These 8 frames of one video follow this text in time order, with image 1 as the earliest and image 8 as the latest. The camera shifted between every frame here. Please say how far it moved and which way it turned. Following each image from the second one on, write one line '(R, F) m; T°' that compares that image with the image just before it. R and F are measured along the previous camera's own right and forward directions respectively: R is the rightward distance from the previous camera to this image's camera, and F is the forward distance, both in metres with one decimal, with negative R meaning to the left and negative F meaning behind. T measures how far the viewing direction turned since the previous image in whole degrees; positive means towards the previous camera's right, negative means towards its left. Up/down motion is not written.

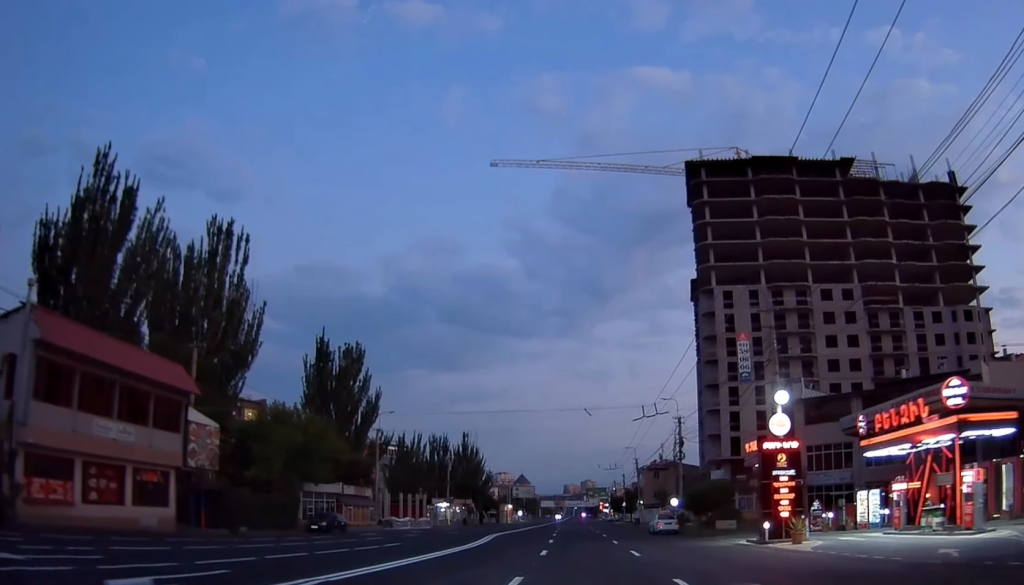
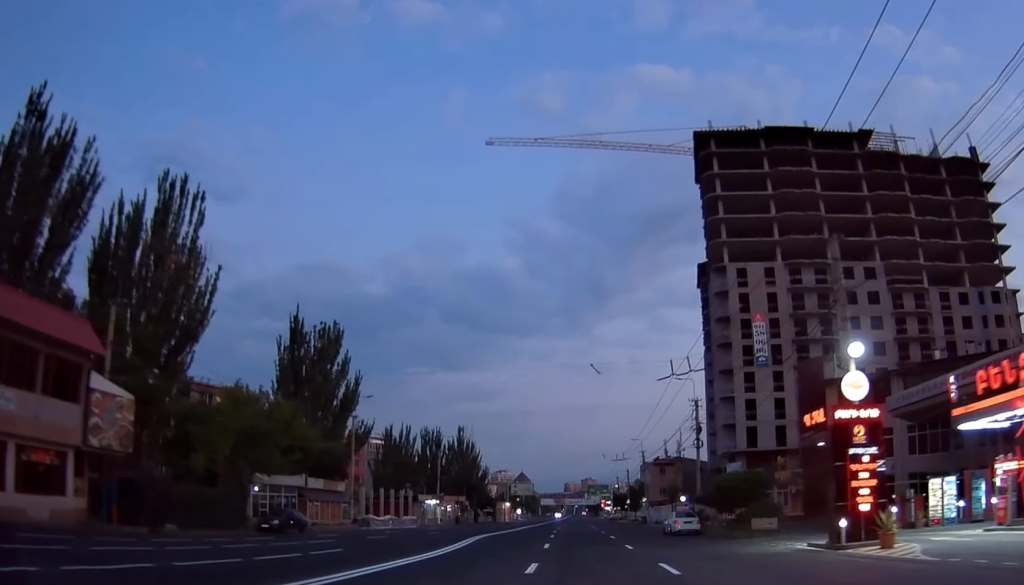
(+0.1, +7.7) m; -1°
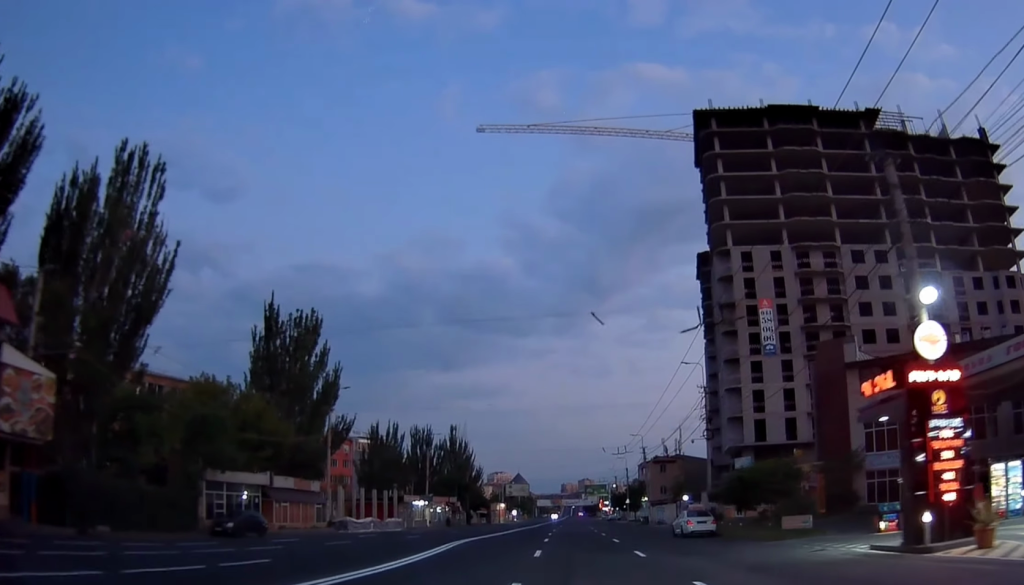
(-0.3, +5.3) m; -1°
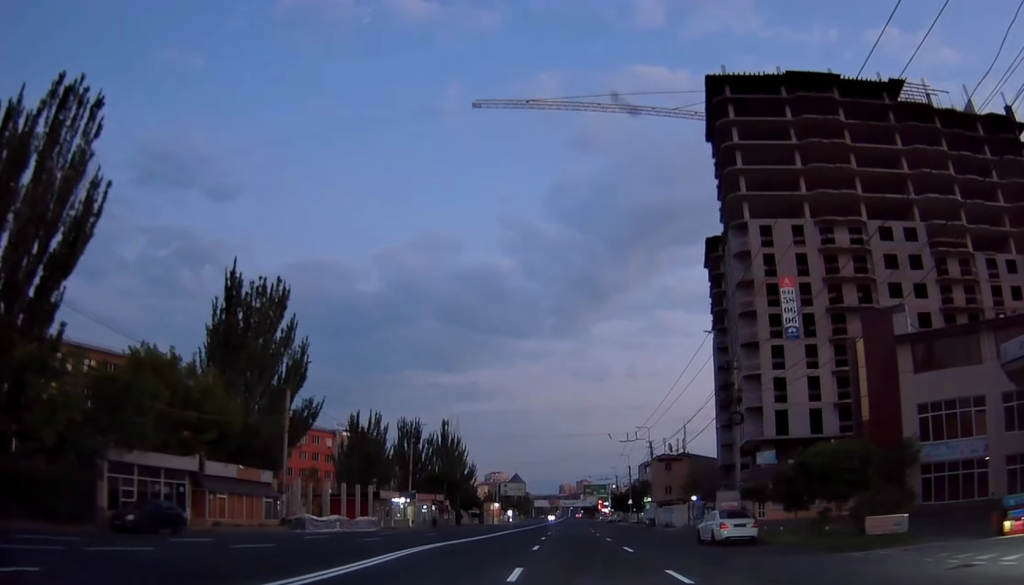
(0.0, +8.2) m; 0°
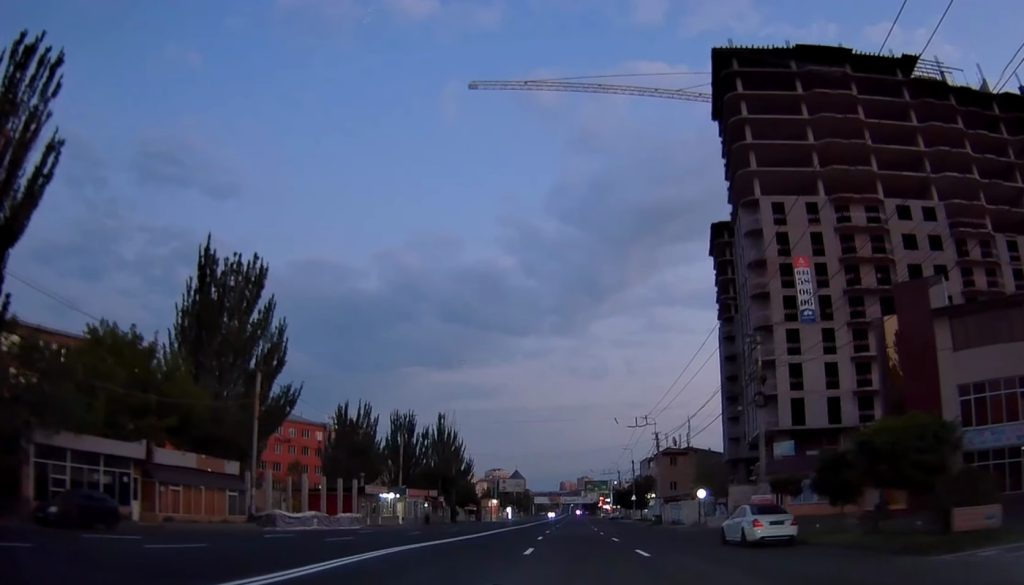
(+0.1, +5.0) m; +1°
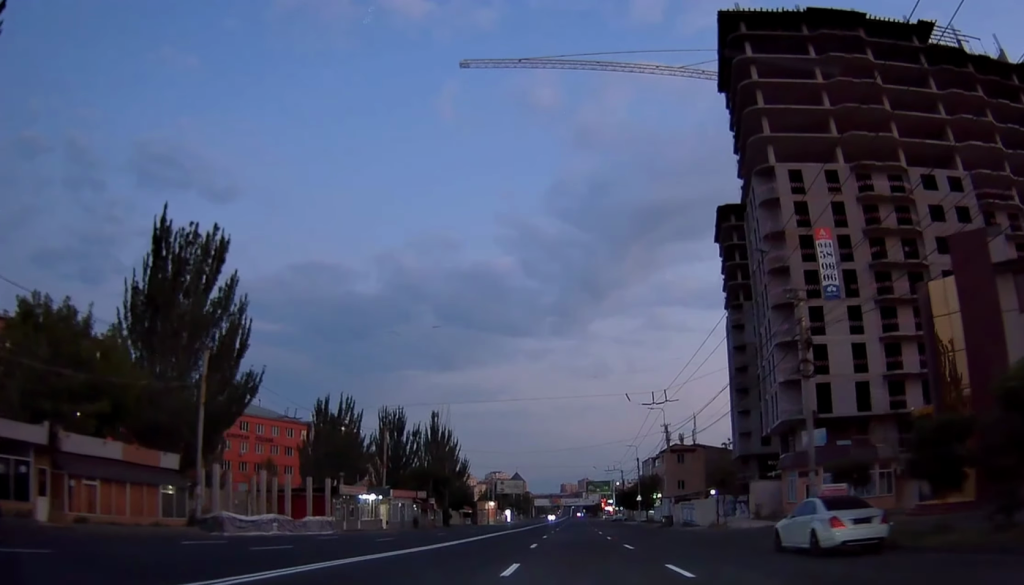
(0.0, +6.8) m; 0°
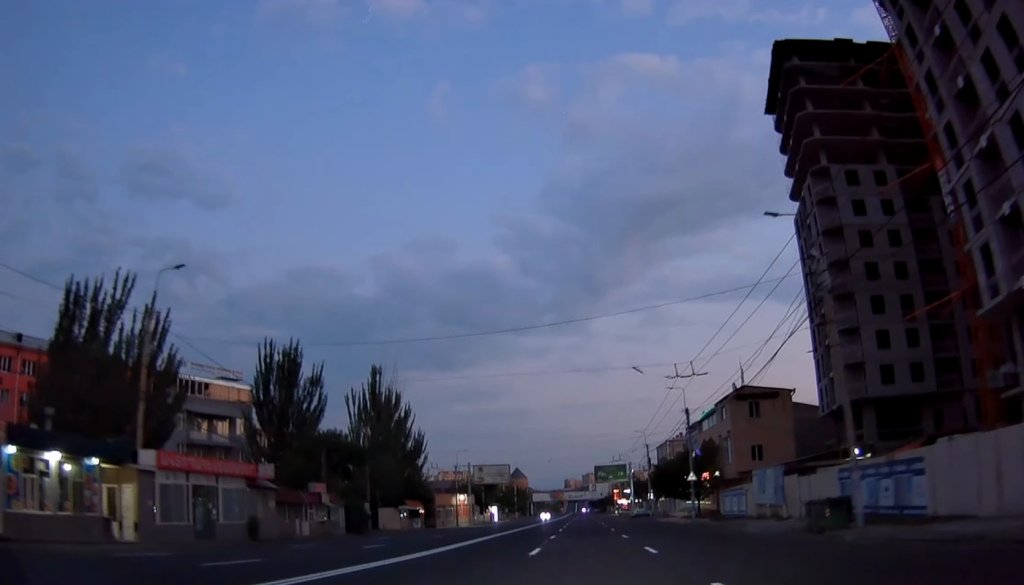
(-0.3, +41.6) m; -1°
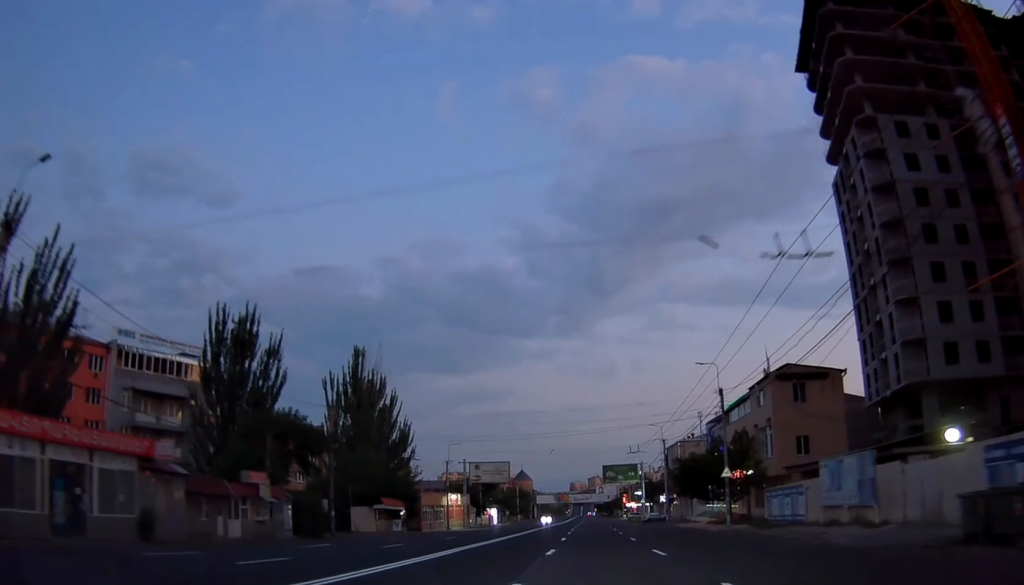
(-0.2, +11.0) m; 0°
